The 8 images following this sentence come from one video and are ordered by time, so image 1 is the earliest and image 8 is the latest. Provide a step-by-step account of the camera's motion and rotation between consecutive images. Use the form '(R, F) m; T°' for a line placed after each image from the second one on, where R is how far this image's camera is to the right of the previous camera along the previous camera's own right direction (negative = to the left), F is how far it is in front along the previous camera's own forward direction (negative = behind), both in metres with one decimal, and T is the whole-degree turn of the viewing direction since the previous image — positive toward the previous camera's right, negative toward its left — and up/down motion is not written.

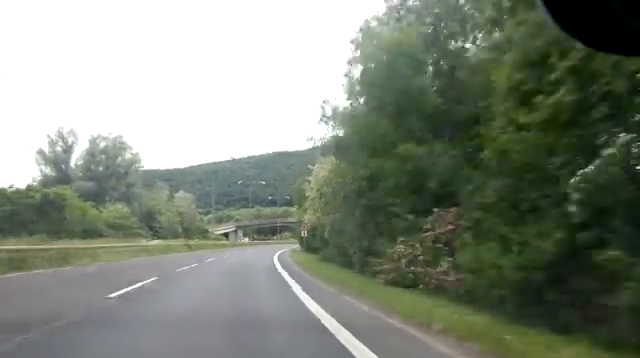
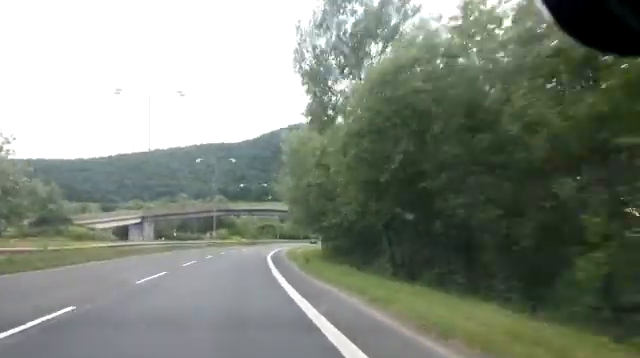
(+4.5, +59.1) m; +7°
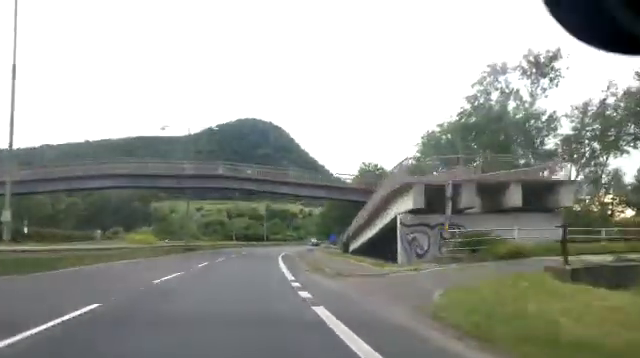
(+0.5, +53.1) m; +3°
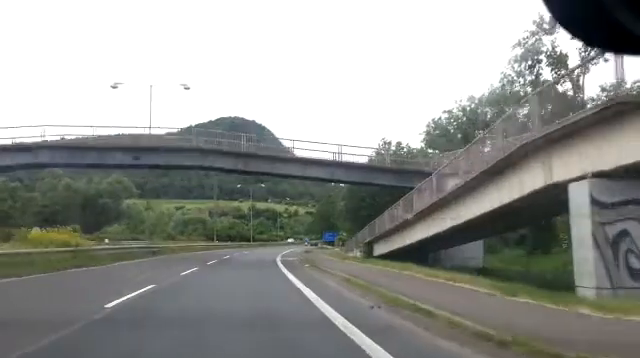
(+0.2, +13.2) m; +2°
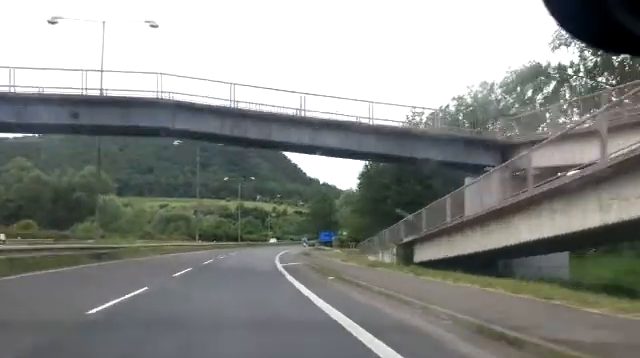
(+0.2, +9.9) m; +1°
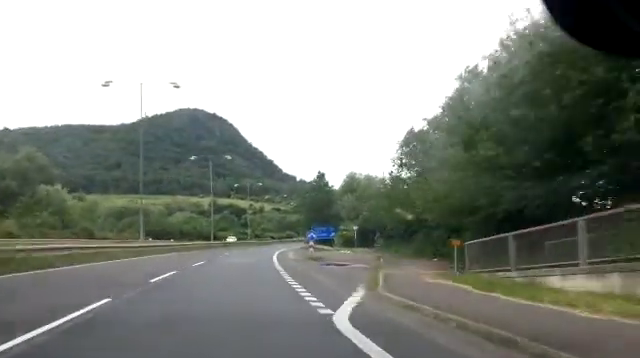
(+0.4, +20.7) m; +3°
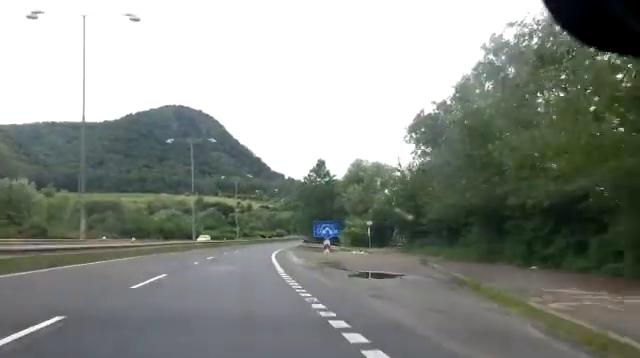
(+0.1, +10.8) m; +2°
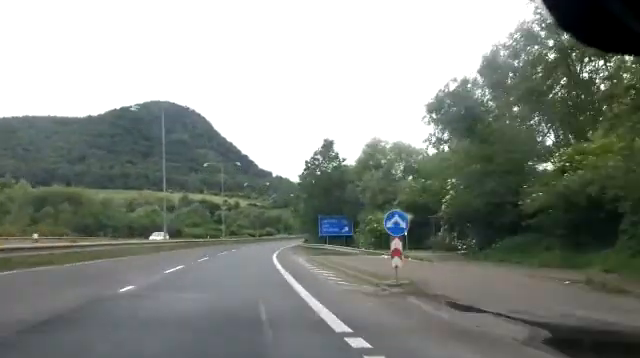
(+0.1, +13.3) m; +3°
